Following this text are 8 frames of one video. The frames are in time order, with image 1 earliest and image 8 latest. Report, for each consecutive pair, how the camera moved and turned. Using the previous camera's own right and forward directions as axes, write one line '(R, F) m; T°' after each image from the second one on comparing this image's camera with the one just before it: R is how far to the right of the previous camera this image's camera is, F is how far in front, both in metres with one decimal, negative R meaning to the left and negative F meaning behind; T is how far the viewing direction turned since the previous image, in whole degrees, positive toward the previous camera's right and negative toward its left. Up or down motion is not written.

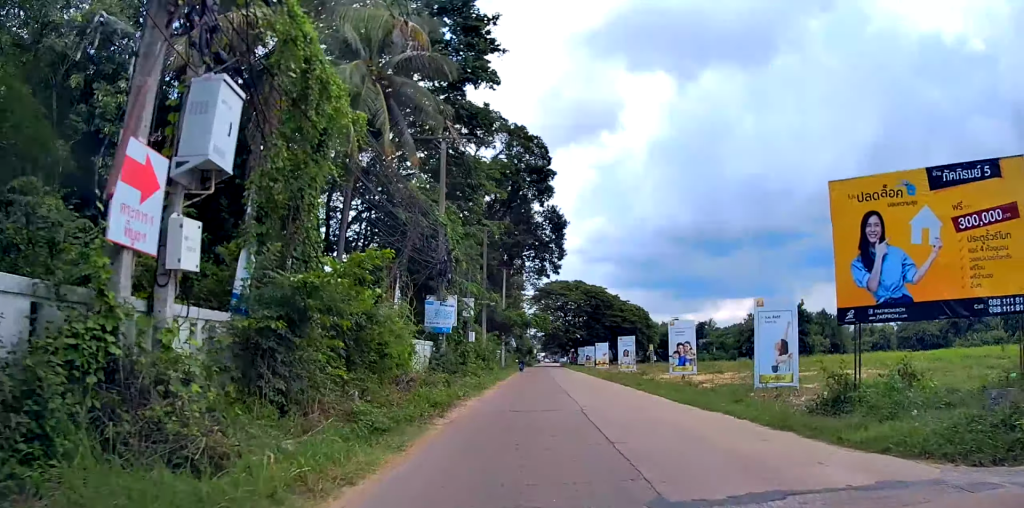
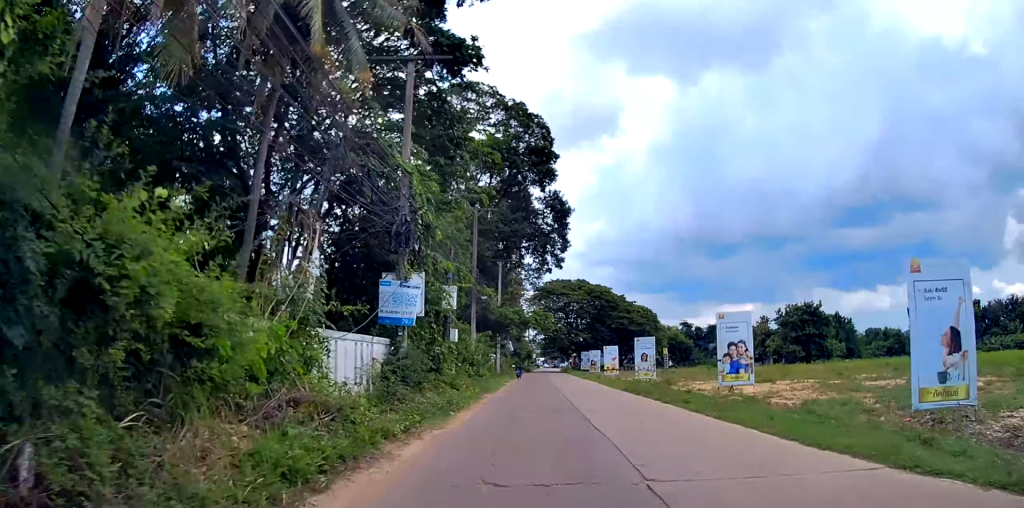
(0.0, +7.2) m; -1°
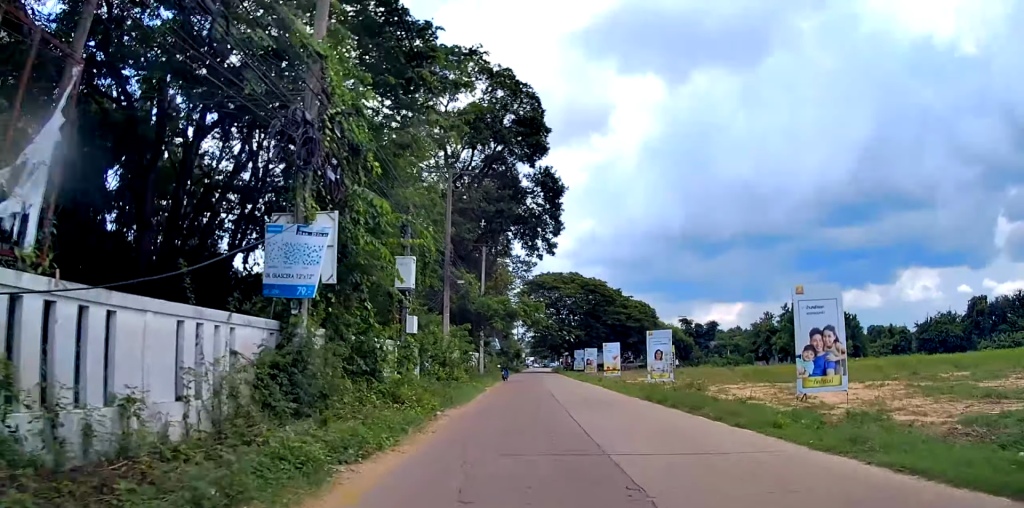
(-0.1, +6.7) m; 0°
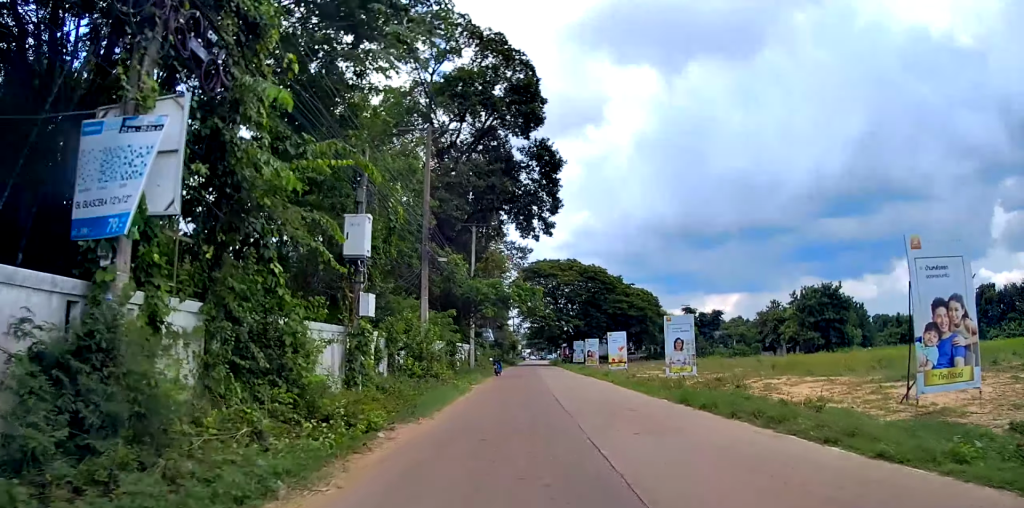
(+0.1, +4.7) m; 0°
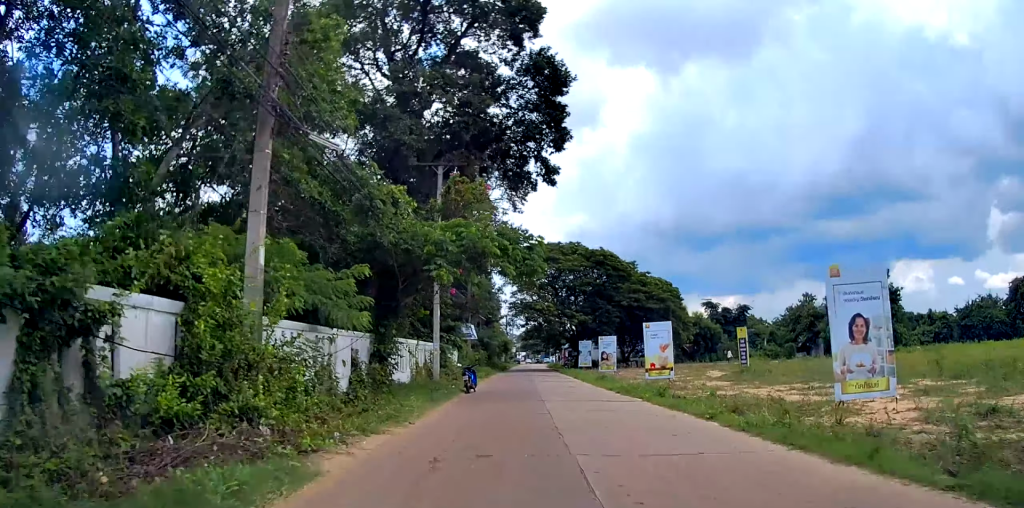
(-0.3, +14.3) m; -2°
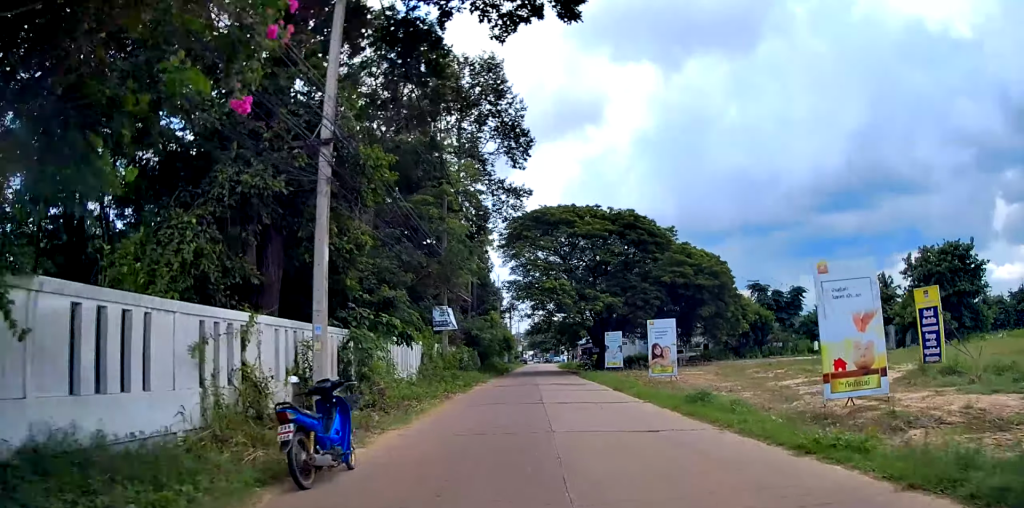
(-0.4, +16.6) m; -2°
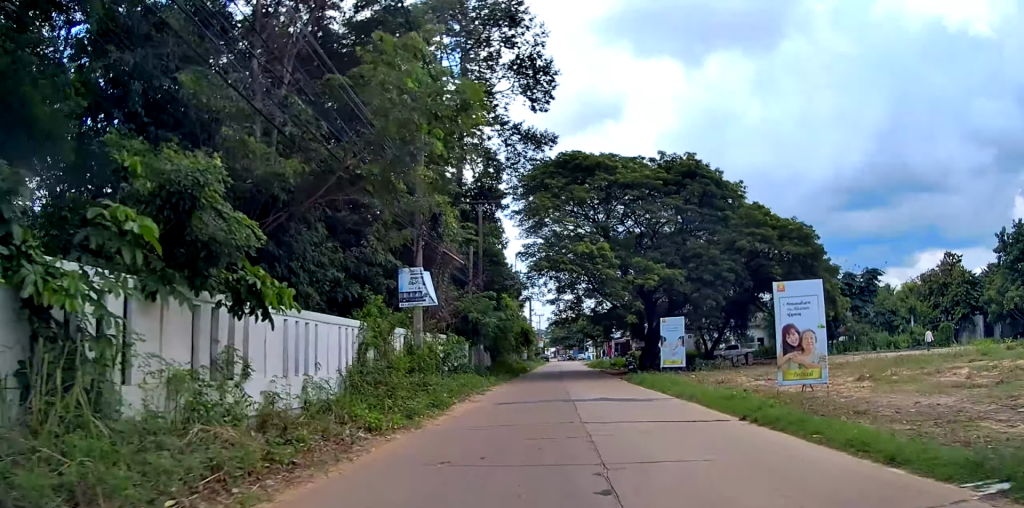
(0.0, +12.5) m; 0°
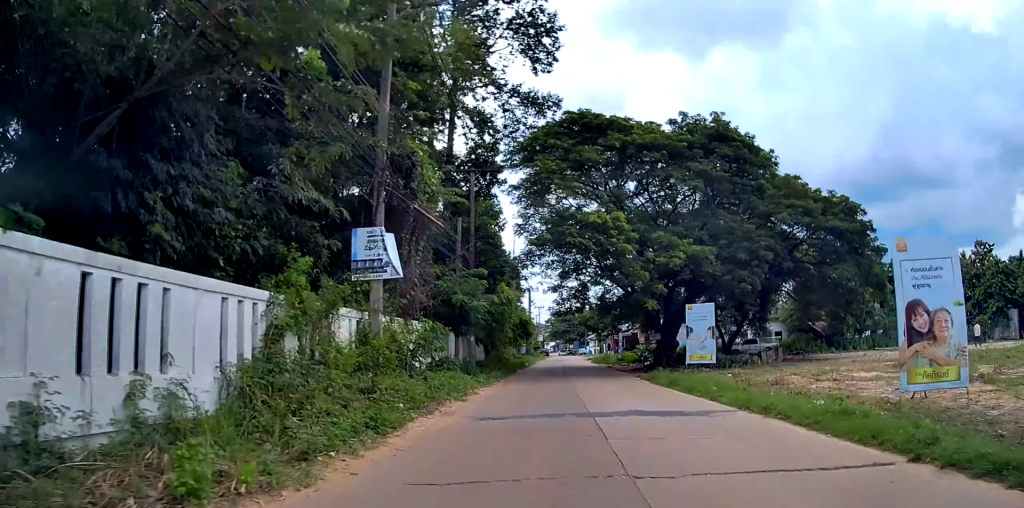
(-0.1, +5.2) m; +1°
